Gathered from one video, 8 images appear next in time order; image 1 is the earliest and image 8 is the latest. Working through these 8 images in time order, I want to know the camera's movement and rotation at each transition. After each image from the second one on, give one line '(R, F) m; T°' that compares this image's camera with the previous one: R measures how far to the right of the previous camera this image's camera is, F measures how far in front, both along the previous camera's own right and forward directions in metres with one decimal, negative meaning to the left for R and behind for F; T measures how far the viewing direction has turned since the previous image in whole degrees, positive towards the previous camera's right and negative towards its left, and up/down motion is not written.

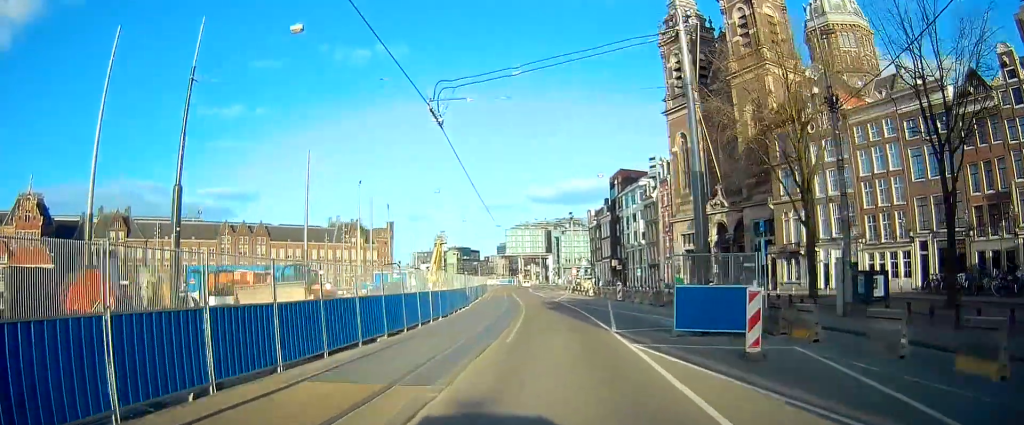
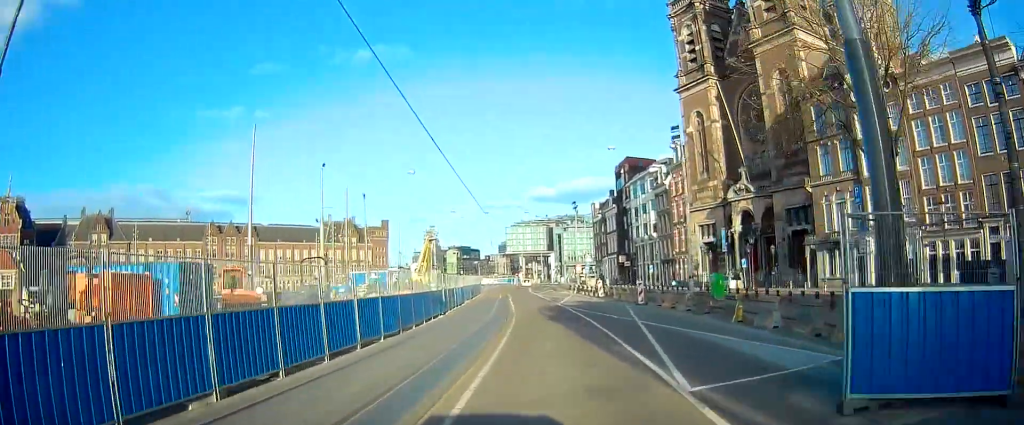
(-0.4, +9.0) m; -2°
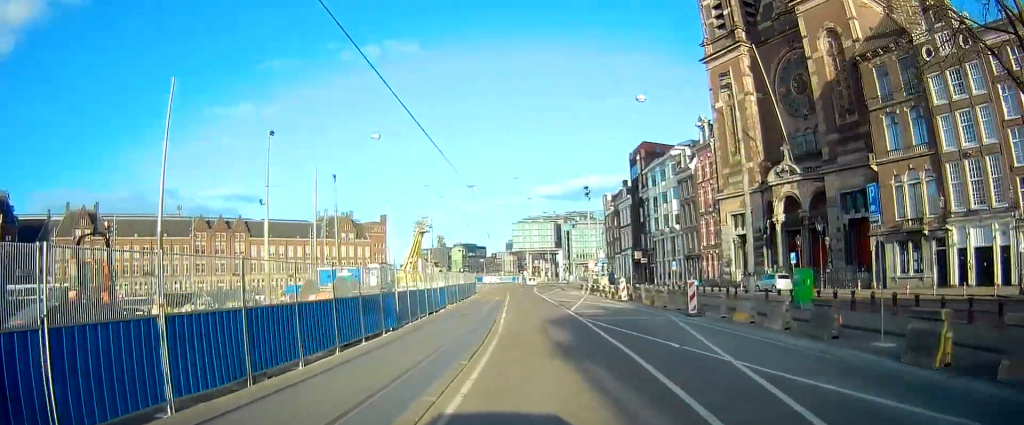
(0.0, +10.0) m; -1°
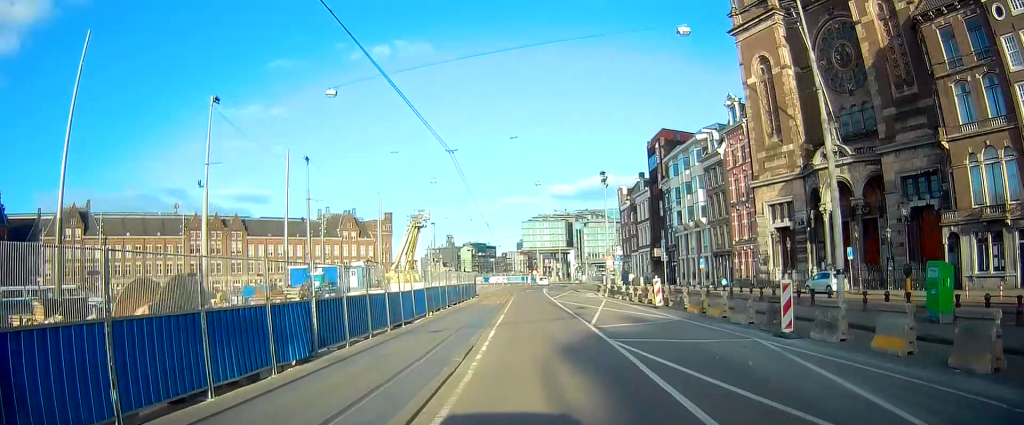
(-0.1, +7.9) m; -2°
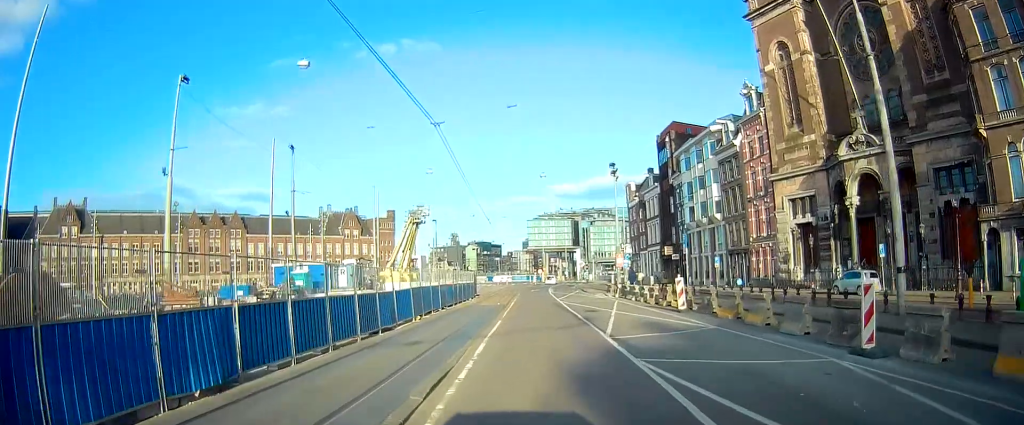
(-0.2, +3.4) m; 0°
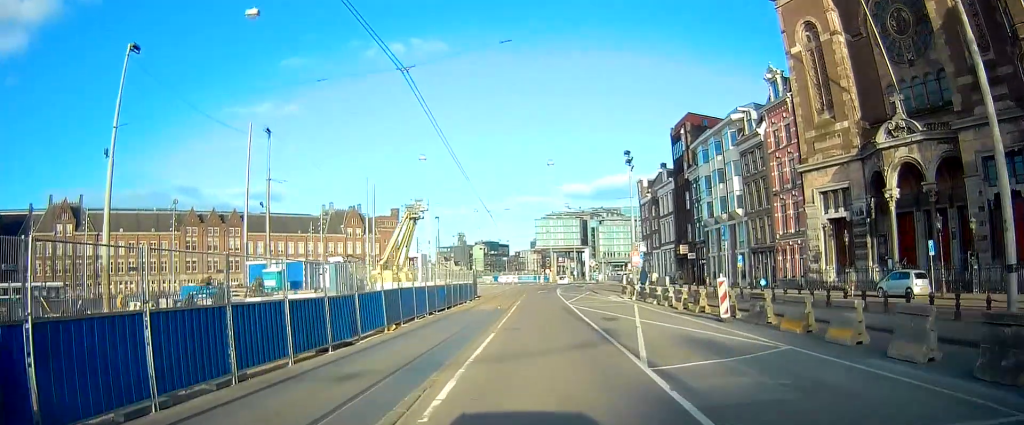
(0.0, +4.5) m; 0°
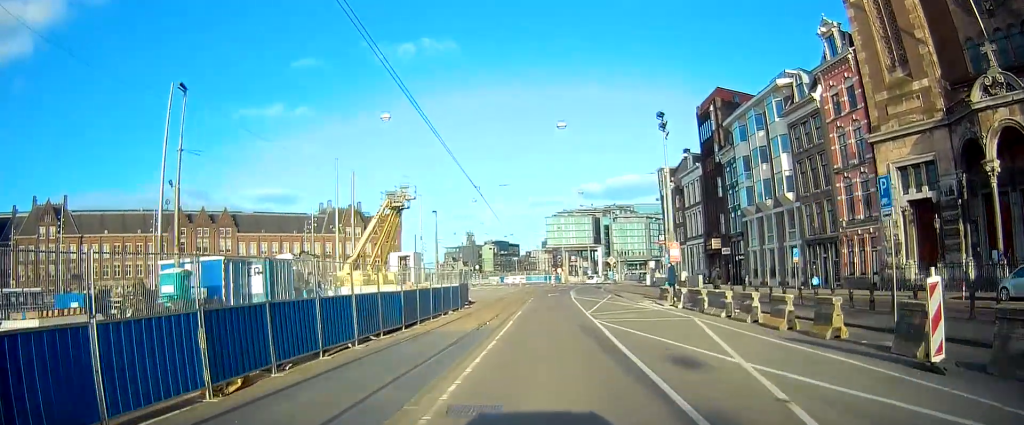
(+0.1, +10.0) m; -2°
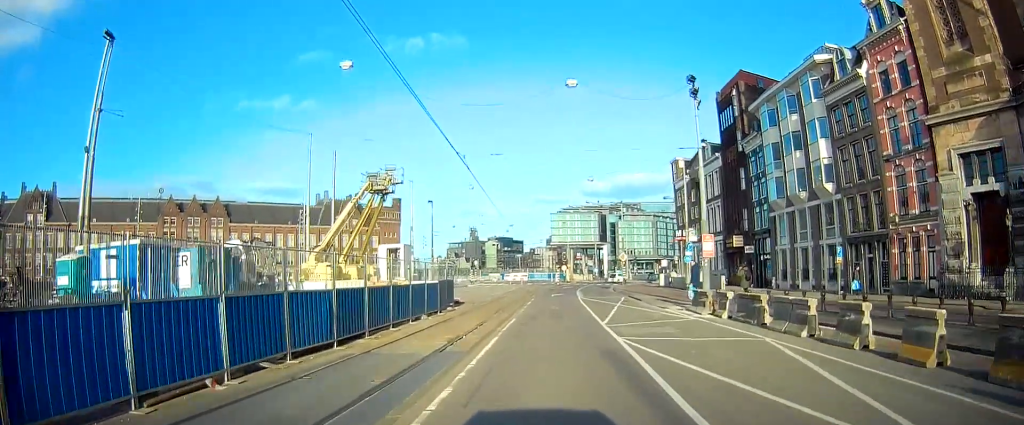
(-0.2, +6.5) m; -1°
